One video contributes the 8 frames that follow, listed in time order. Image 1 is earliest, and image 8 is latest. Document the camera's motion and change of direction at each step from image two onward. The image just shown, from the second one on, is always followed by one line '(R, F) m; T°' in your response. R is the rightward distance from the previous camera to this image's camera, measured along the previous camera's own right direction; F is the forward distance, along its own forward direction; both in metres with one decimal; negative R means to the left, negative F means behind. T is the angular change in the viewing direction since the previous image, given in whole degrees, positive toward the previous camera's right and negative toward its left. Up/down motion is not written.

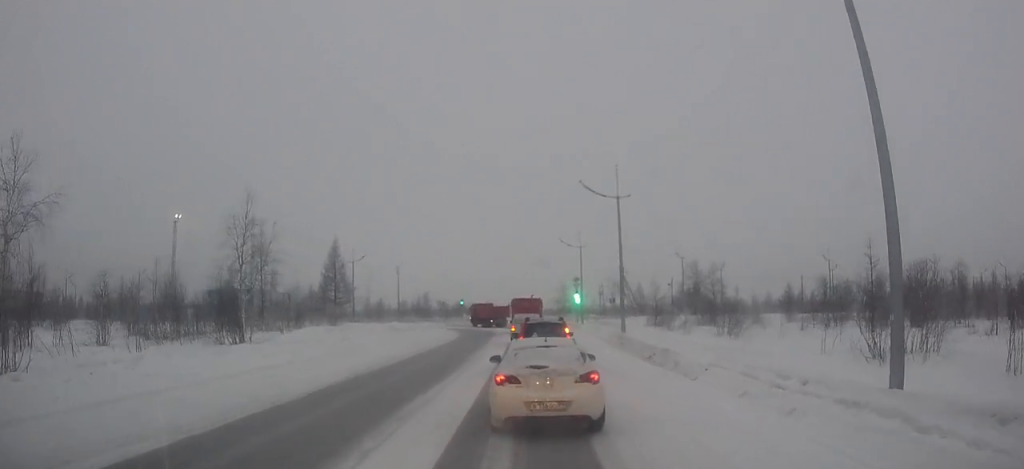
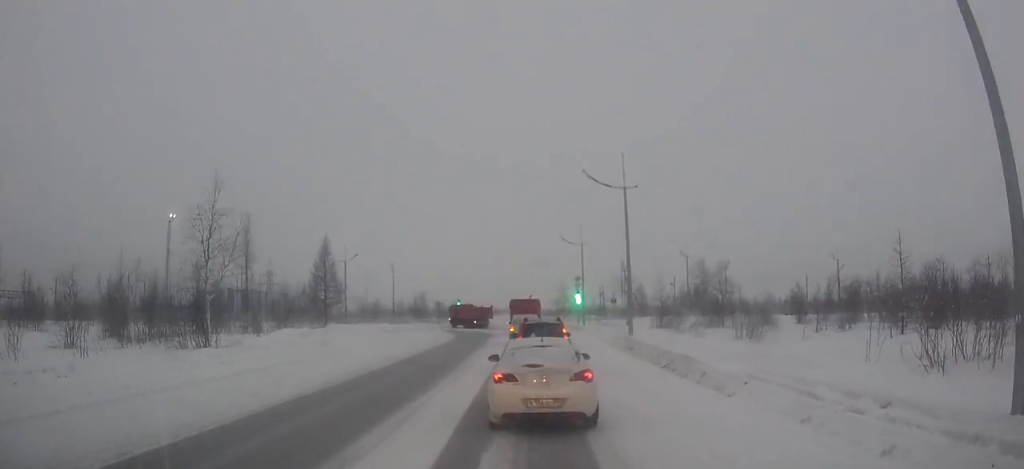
(0.0, +3.4) m; 0°
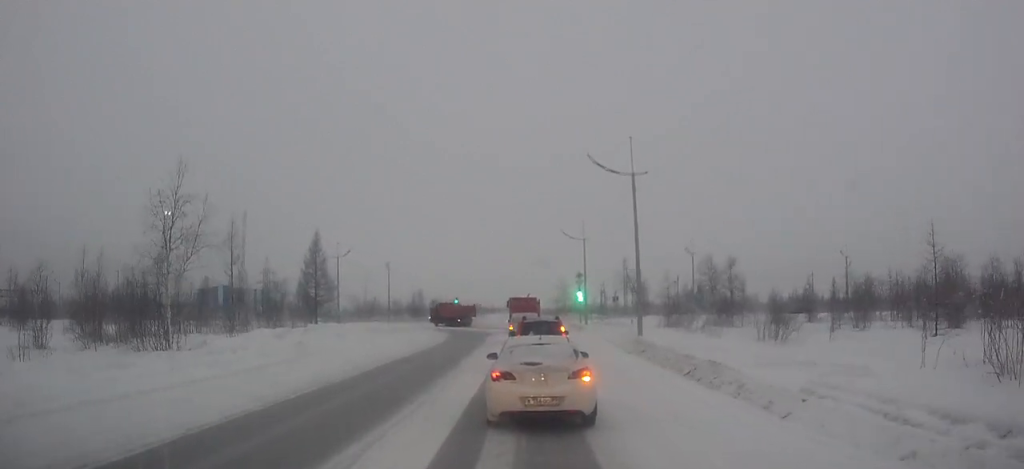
(0.0, +3.1) m; 0°
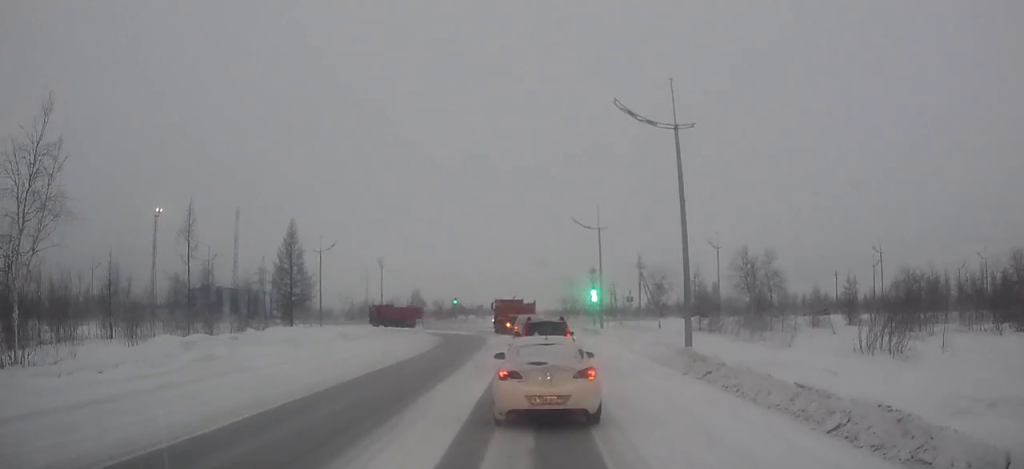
(-0.1, +9.0) m; 0°
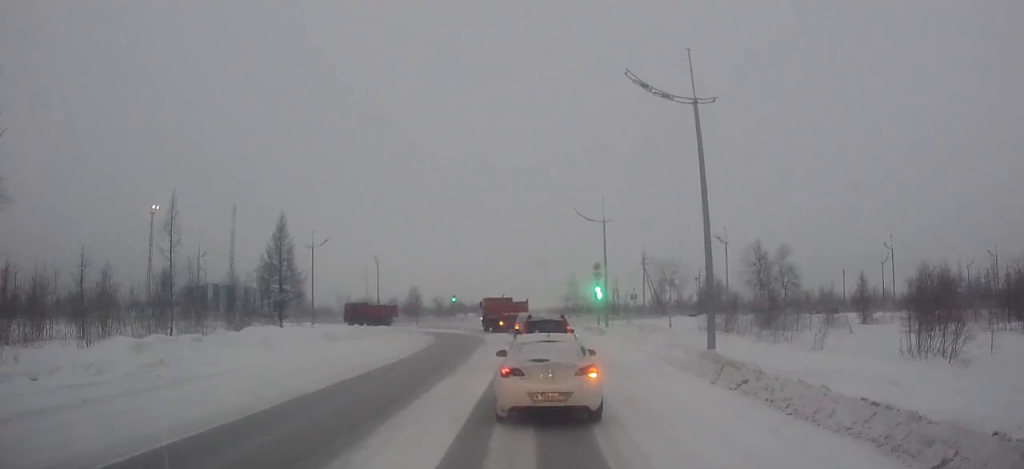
(0.0, +3.0) m; 0°
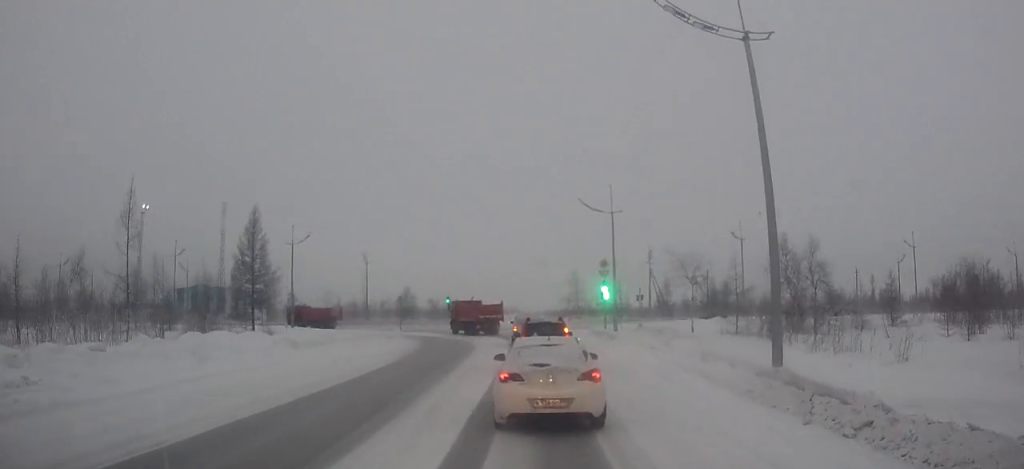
(0.0, +5.9) m; 0°
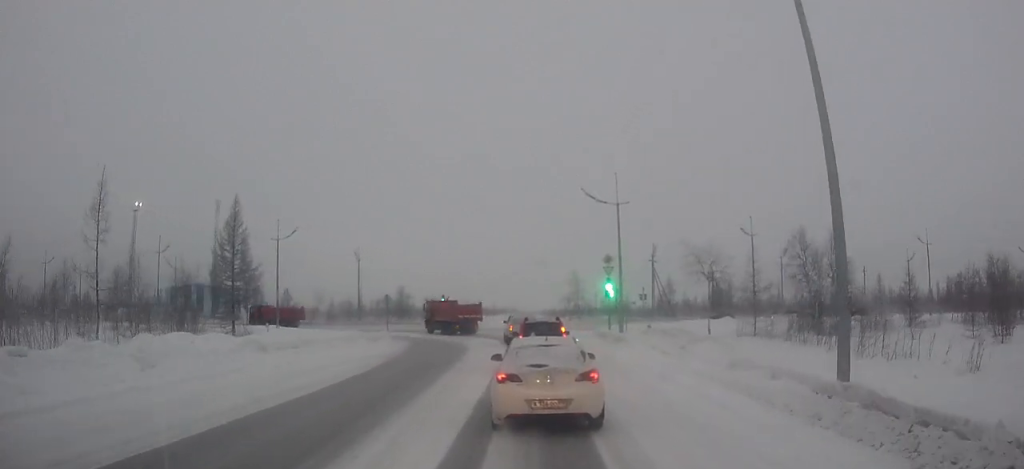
(0.0, +3.6) m; 0°
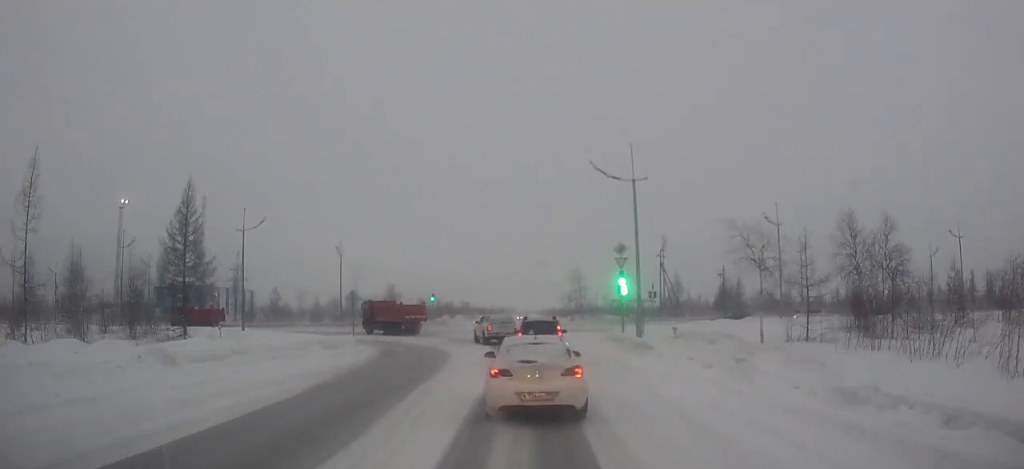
(0.0, +8.0) m; 0°
